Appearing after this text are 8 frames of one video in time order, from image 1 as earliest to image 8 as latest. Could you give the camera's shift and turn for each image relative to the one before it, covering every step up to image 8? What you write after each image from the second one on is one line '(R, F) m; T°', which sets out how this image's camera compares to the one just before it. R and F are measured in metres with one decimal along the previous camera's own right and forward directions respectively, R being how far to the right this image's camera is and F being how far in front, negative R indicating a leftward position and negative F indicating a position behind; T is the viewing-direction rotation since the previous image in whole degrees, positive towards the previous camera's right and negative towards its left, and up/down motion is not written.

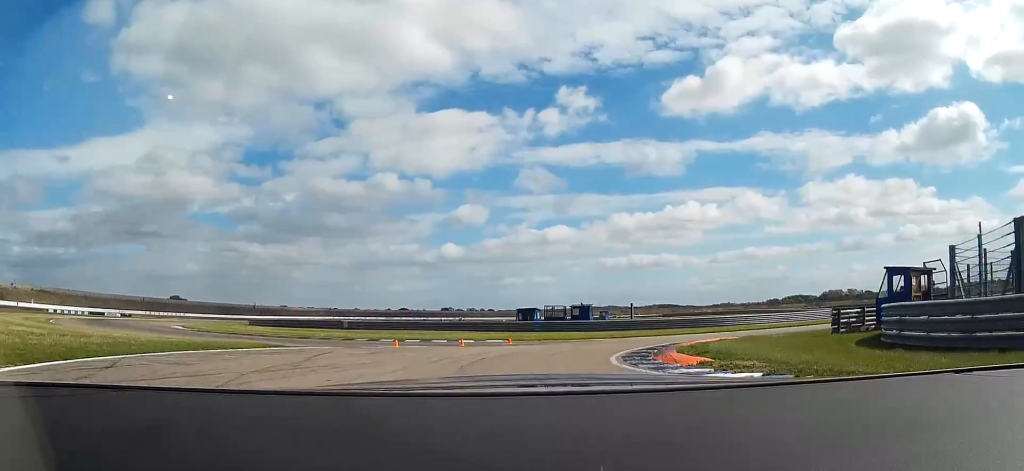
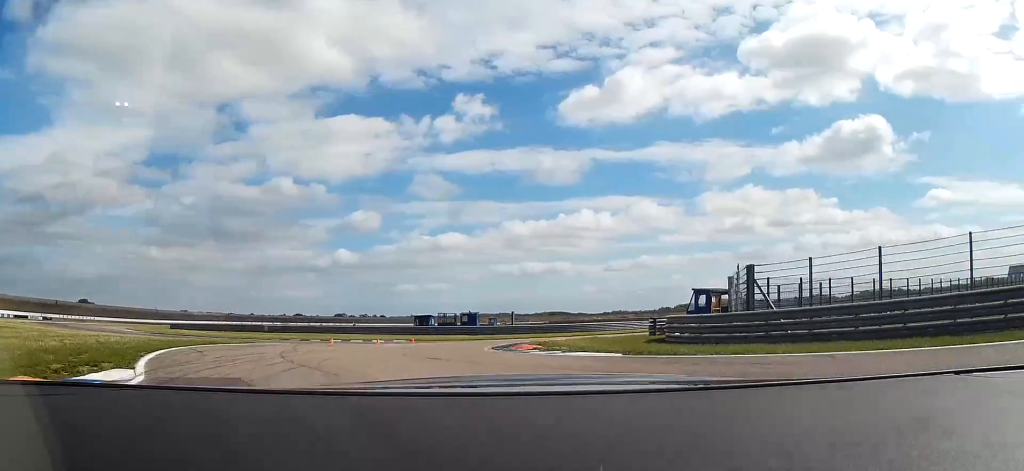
(-0.4, +8.9) m; +2°
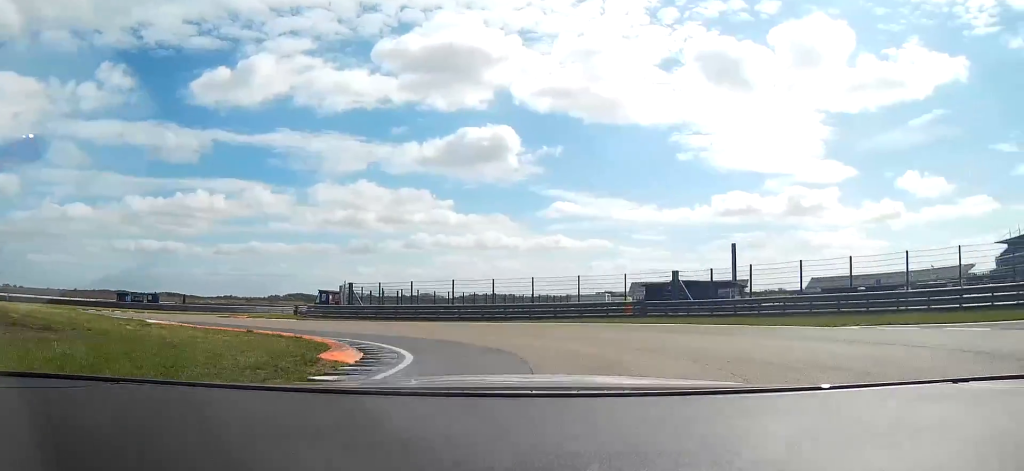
(+3.4, +22.3) m; +16°
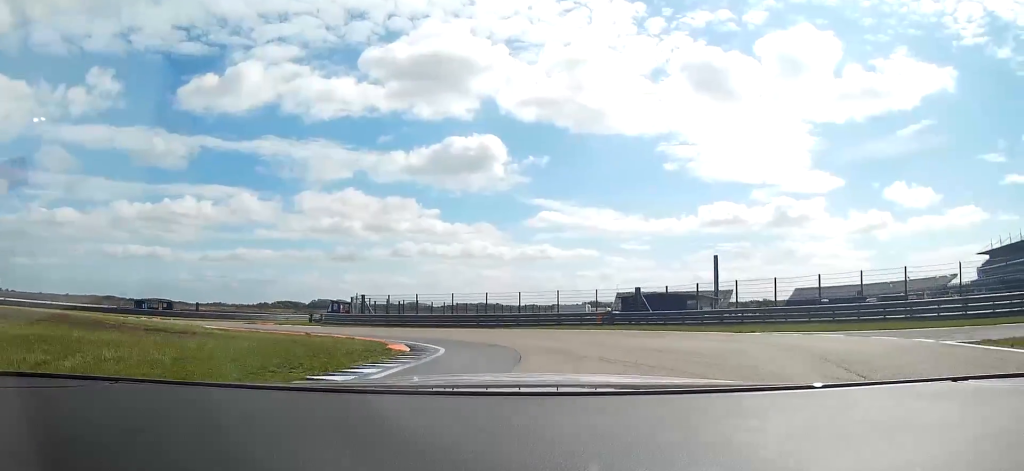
(+0.3, +7.0) m; +4°
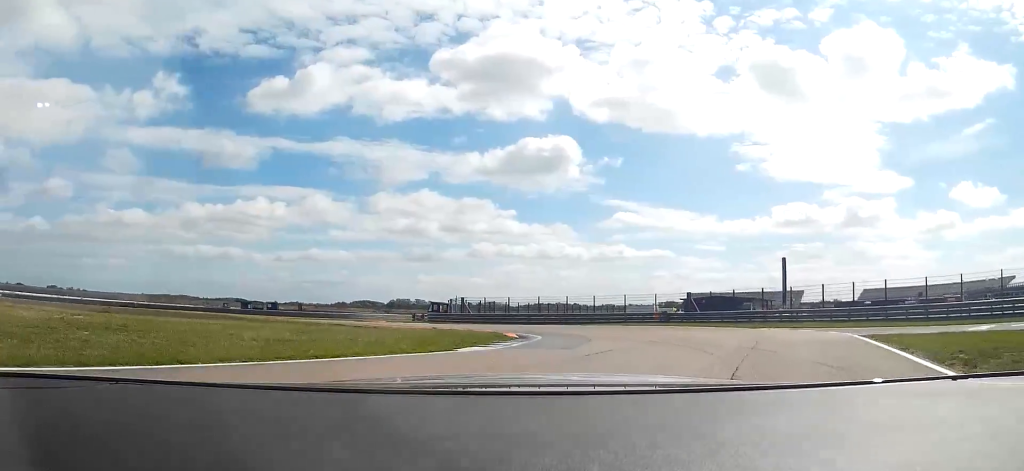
(+0.5, +10.0) m; -3°
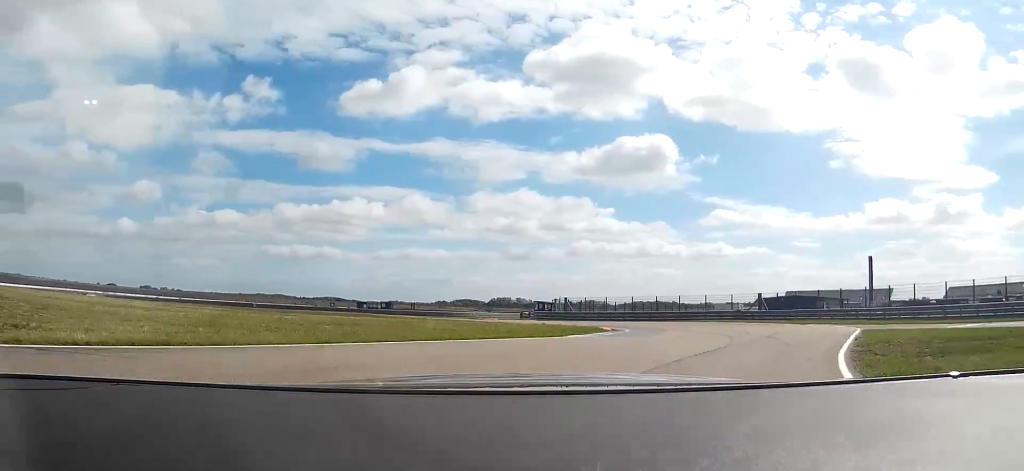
(+1.0, +8.4) m; -4°
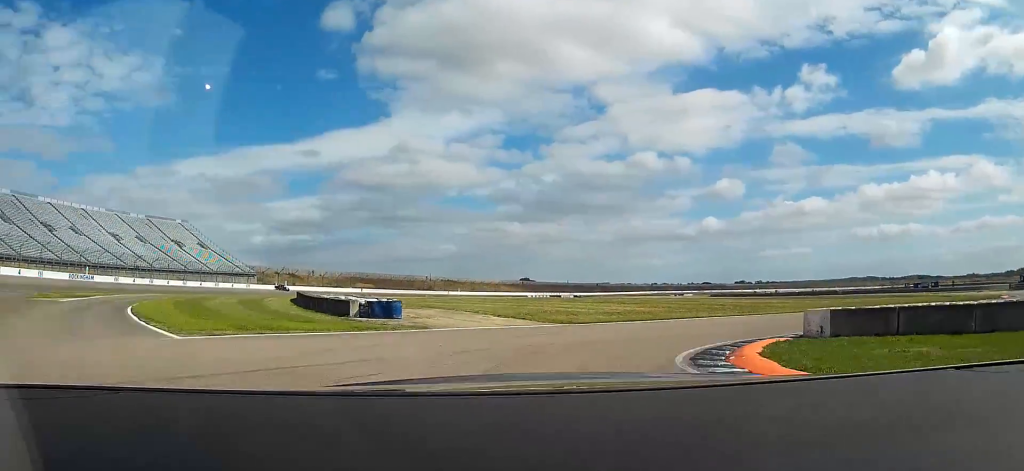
(-15.5, +29.8) m; -54°
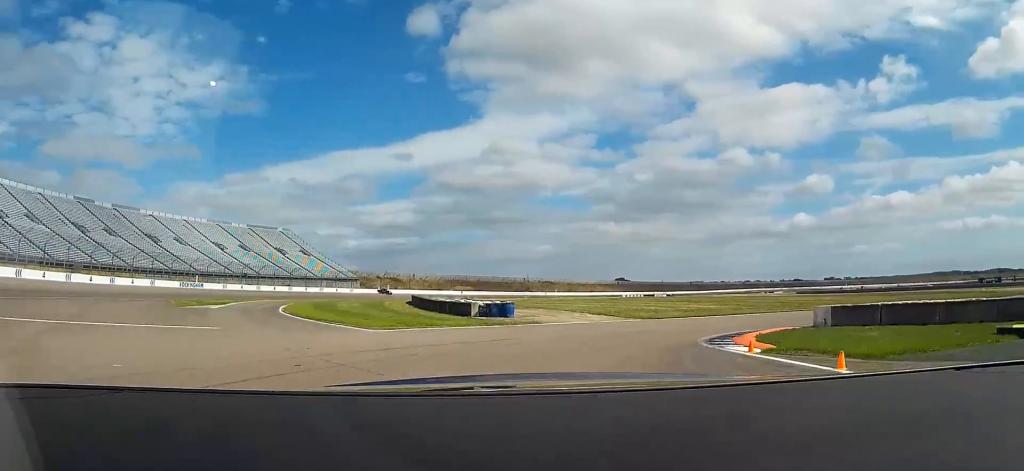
(-1.3, +8.7) m; -9°
